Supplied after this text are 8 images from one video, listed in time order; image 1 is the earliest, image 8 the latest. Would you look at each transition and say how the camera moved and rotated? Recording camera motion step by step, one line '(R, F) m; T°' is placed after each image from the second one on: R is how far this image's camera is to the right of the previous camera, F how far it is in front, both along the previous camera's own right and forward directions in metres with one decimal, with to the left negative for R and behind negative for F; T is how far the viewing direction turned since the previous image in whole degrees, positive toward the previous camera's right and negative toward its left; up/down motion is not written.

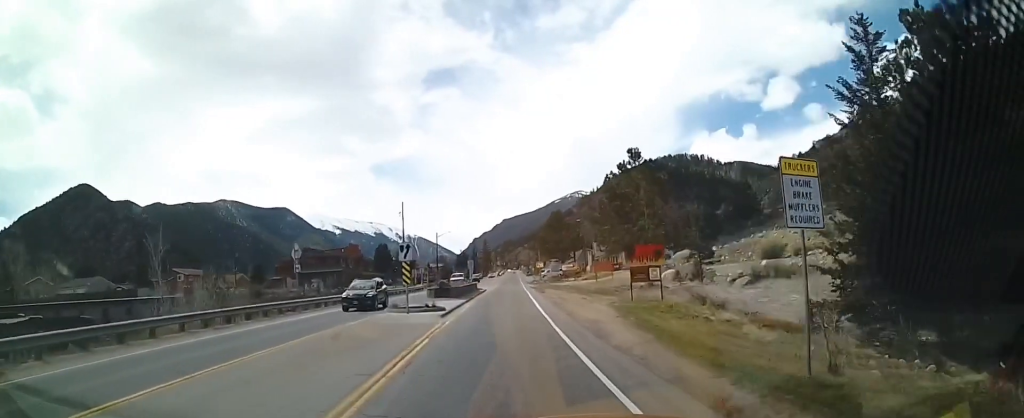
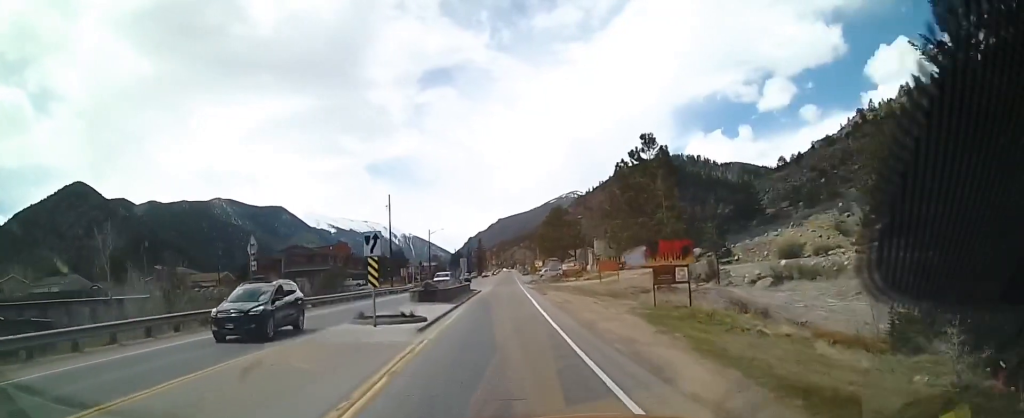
(+0.1, +6.0) m; 0°
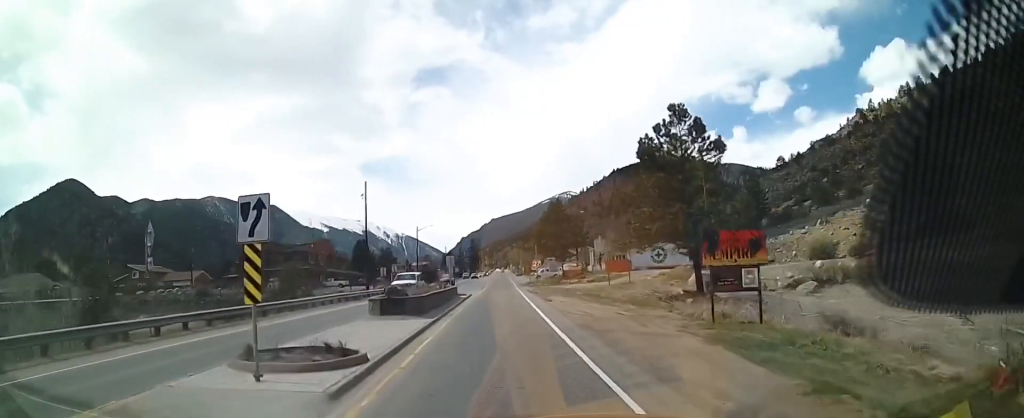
(+0.4, +9.0) m; 0°
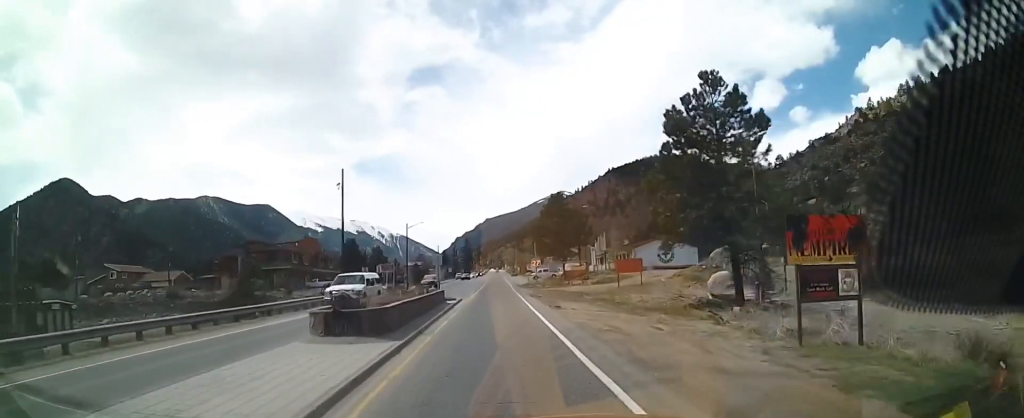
(-0.3, +6.9) m; 0°
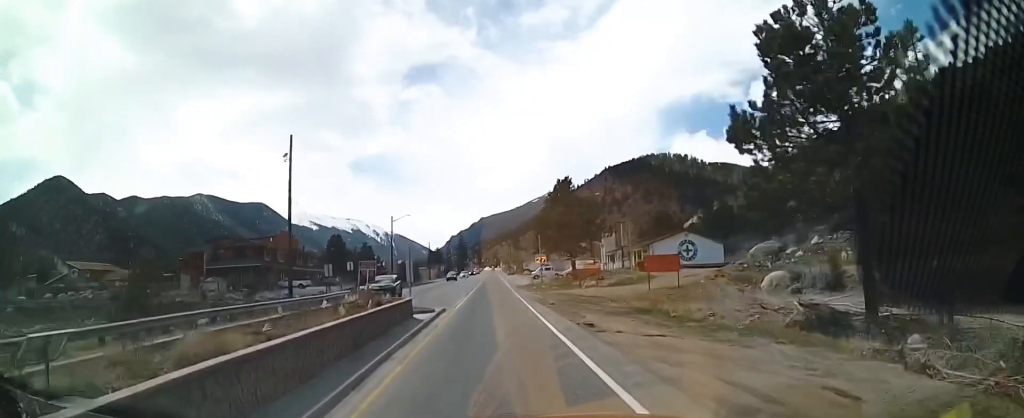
(0.0, +12.4) m; 0°
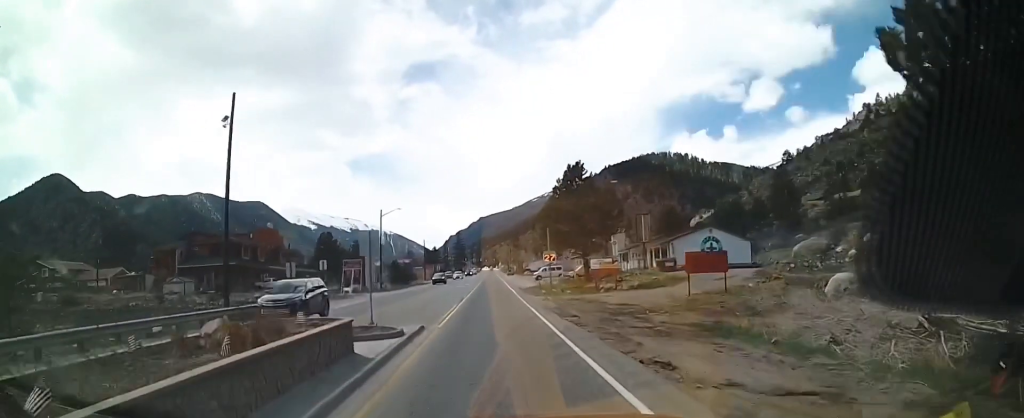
(+0.2, +8.9) m; 0°
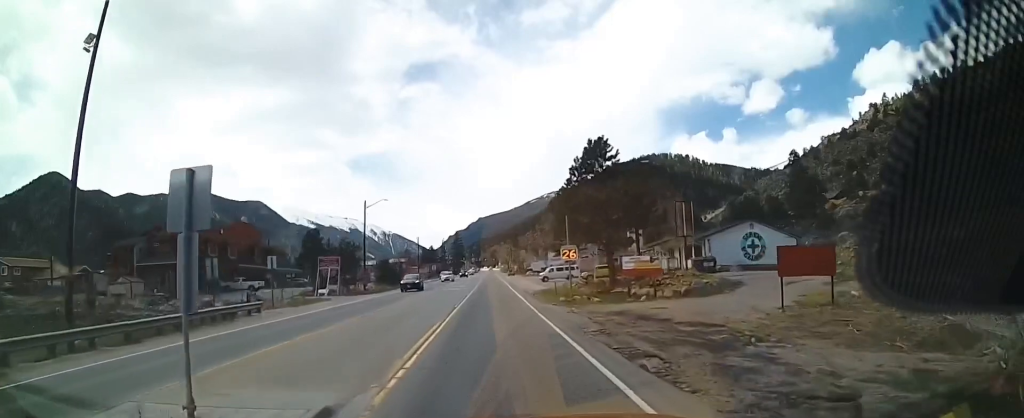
(-0.4, +11.2) m; -2°
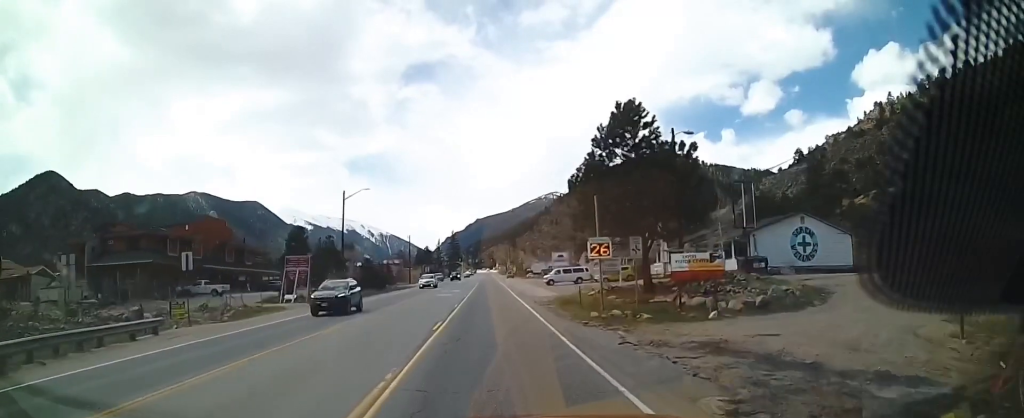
(0.0, +10.4) m; +2°
